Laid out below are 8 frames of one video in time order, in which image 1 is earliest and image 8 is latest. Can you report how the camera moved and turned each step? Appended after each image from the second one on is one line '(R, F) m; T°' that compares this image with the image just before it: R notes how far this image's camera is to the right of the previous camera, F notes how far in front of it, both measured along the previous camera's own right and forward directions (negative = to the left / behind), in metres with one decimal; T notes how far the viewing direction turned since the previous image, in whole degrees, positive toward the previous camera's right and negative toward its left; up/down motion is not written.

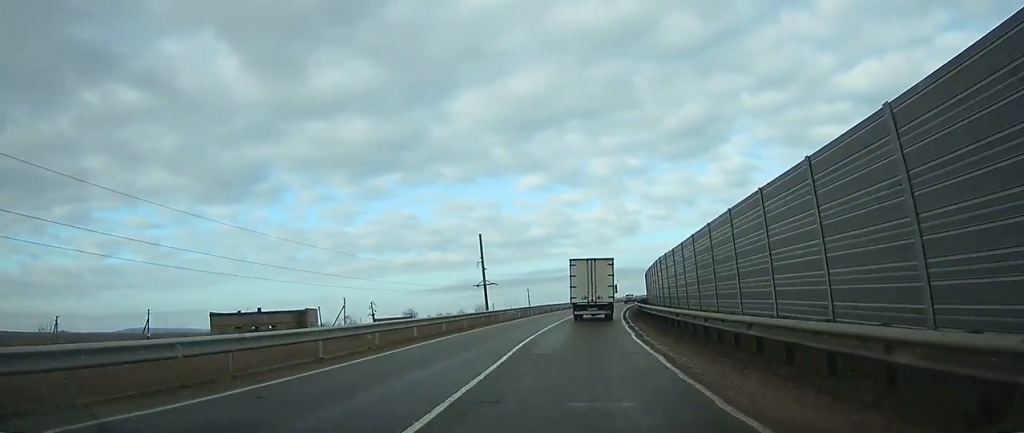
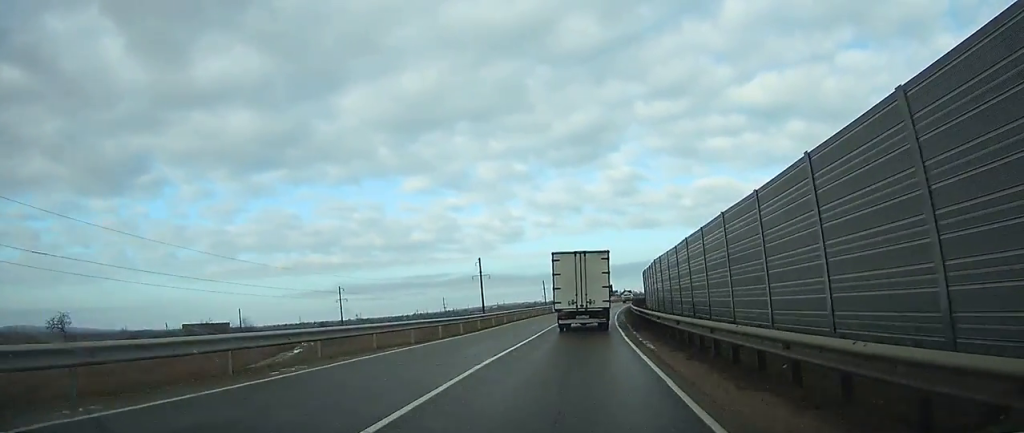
(+9.0, +91.2) m; +12°
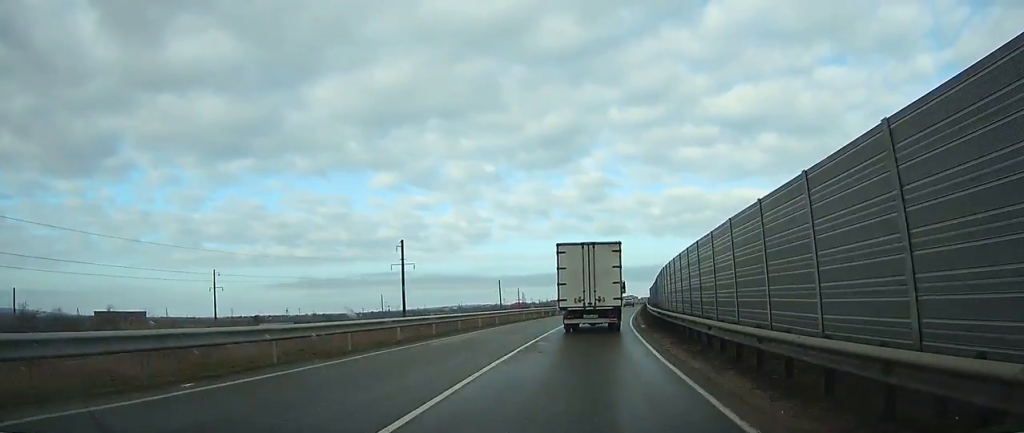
(+1.6, +37.3) m; +5°
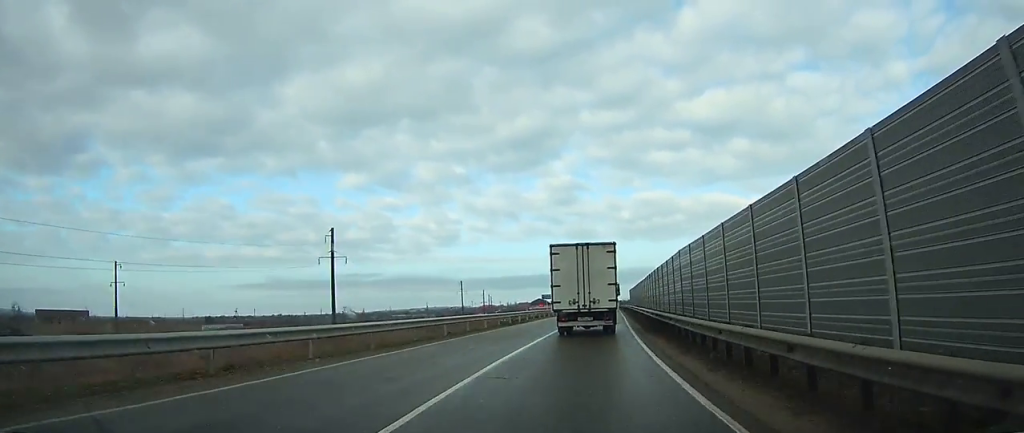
(+0.7, +17.4) m; +2°
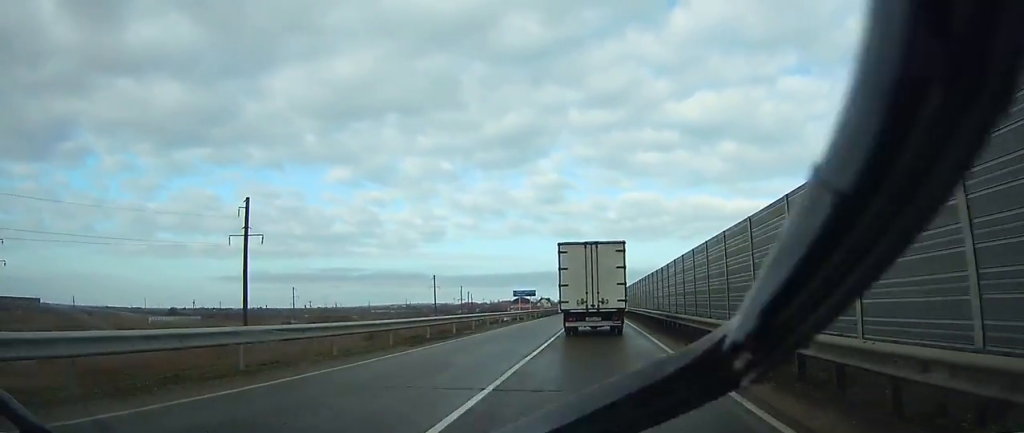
(+0.3, +19.6) m; +2°
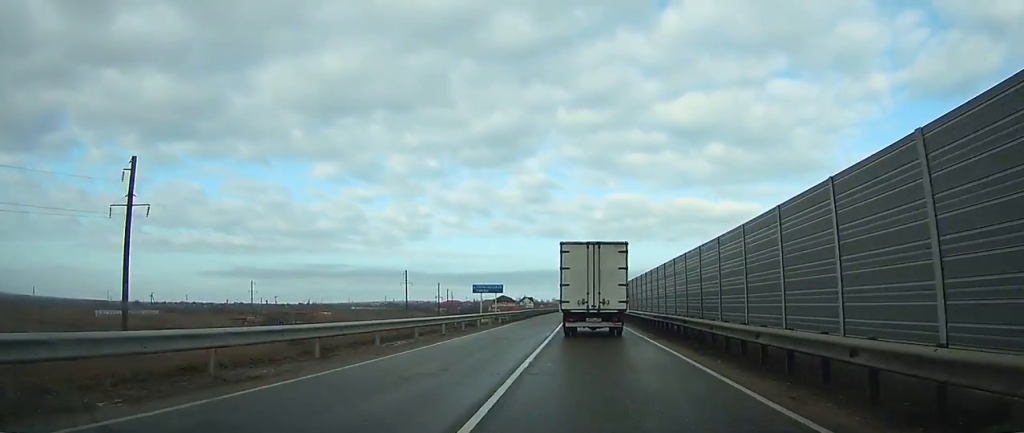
(+0.4, +16.9) m; +1°
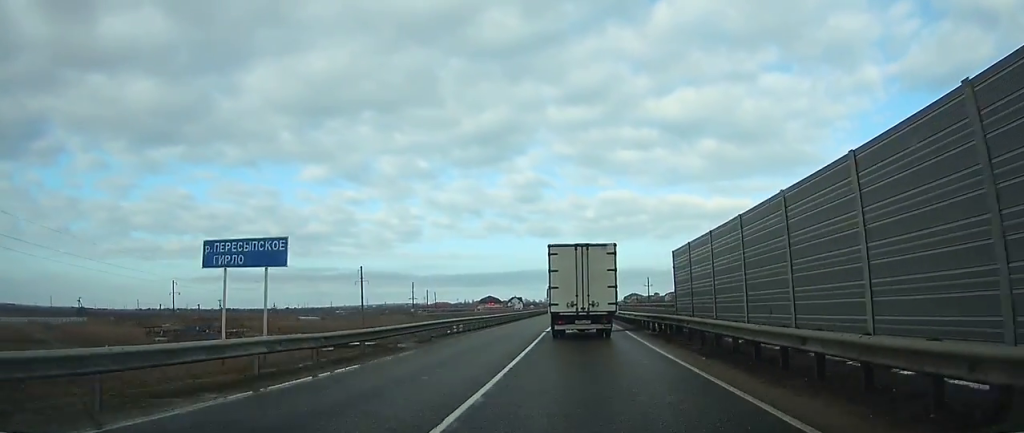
(+0.3, +34.6) m; 0°
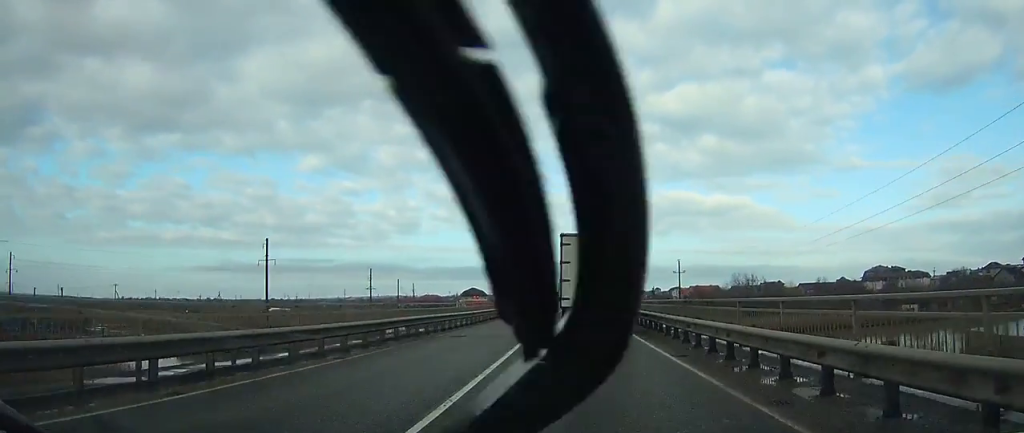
(0.0, +49.6) m; 0°
